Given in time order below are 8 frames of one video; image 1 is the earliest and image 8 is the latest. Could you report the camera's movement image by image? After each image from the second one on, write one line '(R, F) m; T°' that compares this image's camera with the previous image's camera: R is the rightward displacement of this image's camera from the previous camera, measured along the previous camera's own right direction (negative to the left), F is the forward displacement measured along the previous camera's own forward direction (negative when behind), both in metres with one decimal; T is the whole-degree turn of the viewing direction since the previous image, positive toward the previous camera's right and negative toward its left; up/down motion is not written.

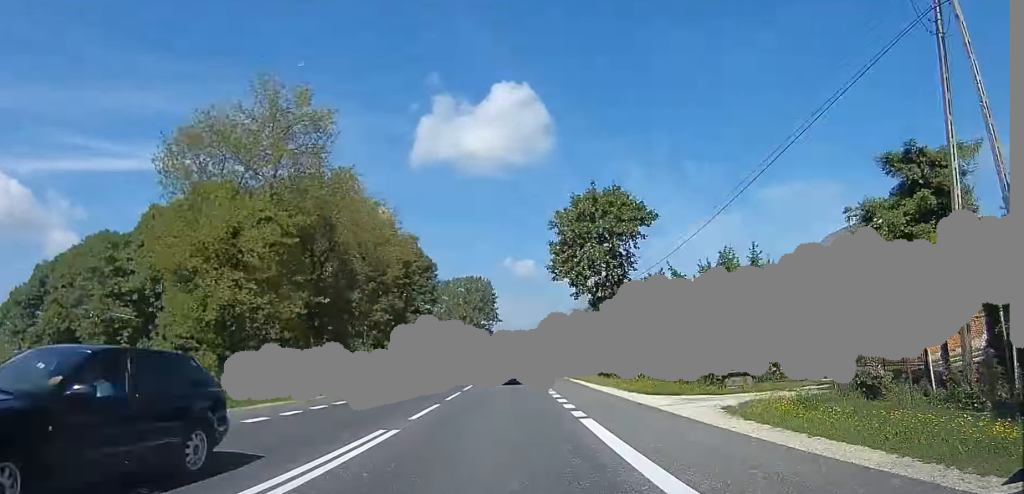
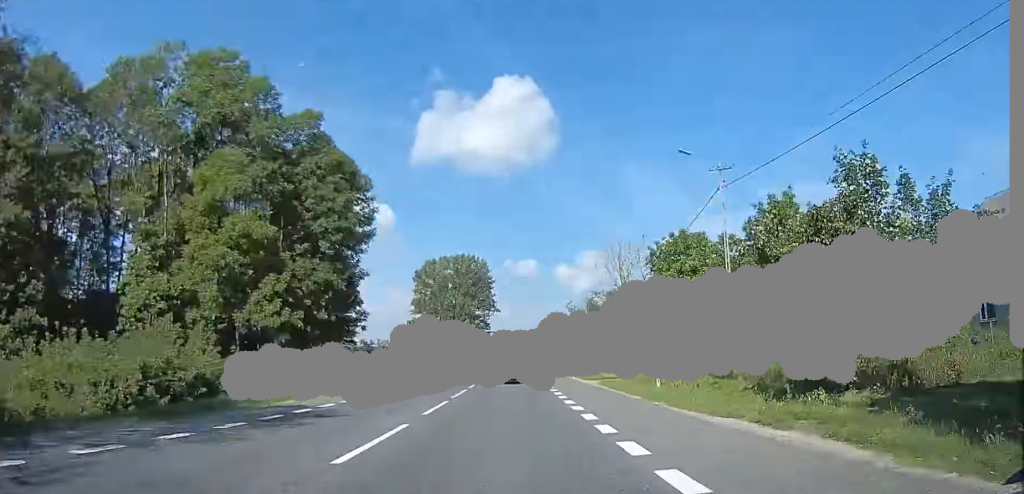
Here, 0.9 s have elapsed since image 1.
(-0.7, +33.7) m; -1°
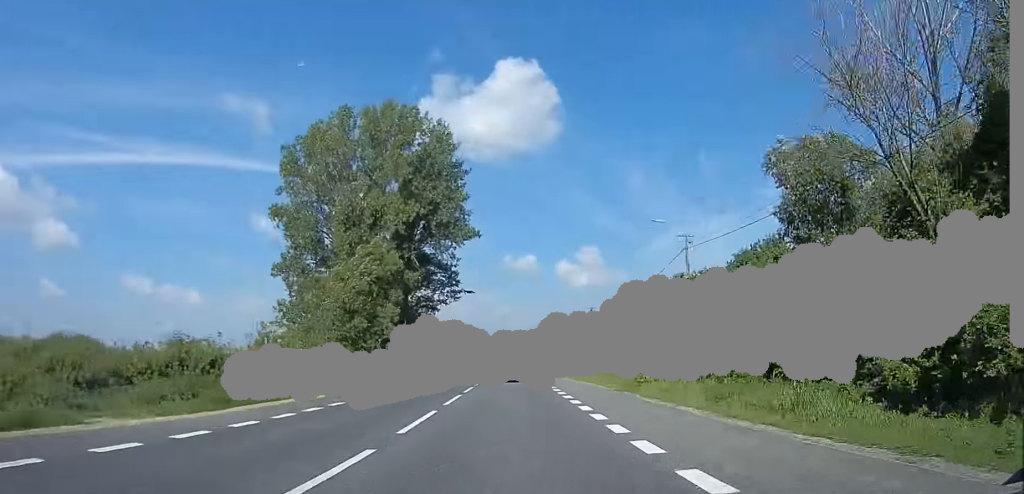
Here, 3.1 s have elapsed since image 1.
(0.0, +83.4) m; +1°
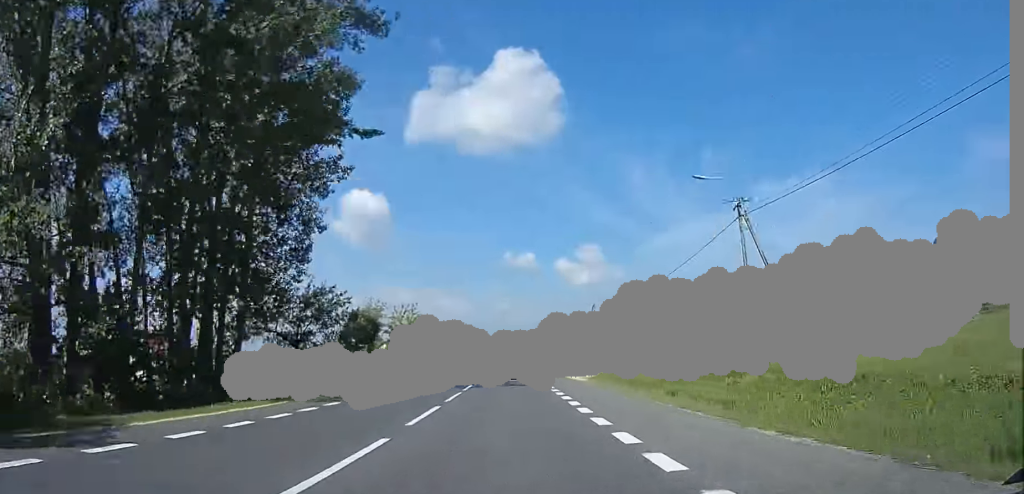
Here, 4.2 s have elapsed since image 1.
(+1.1, +48.6) m; +1°
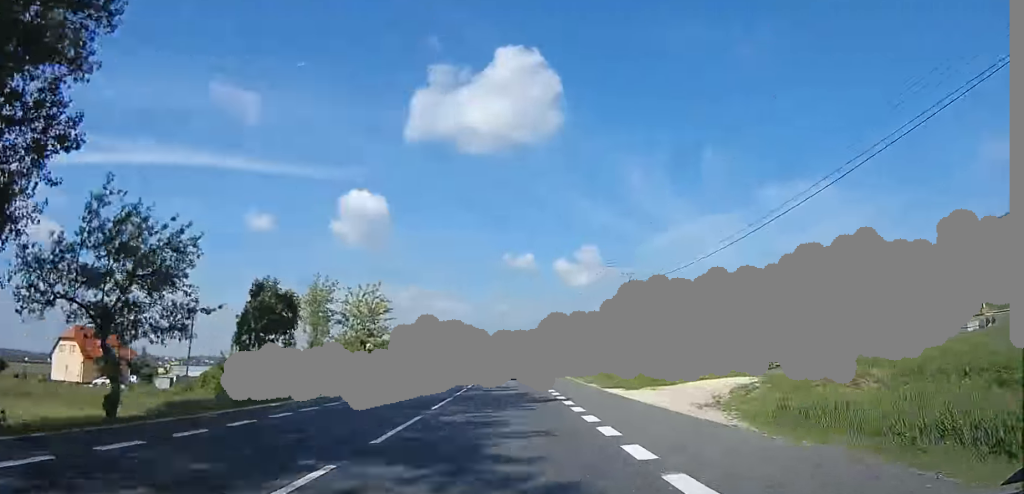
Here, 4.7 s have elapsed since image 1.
(0.0, +20.6) m; 0°
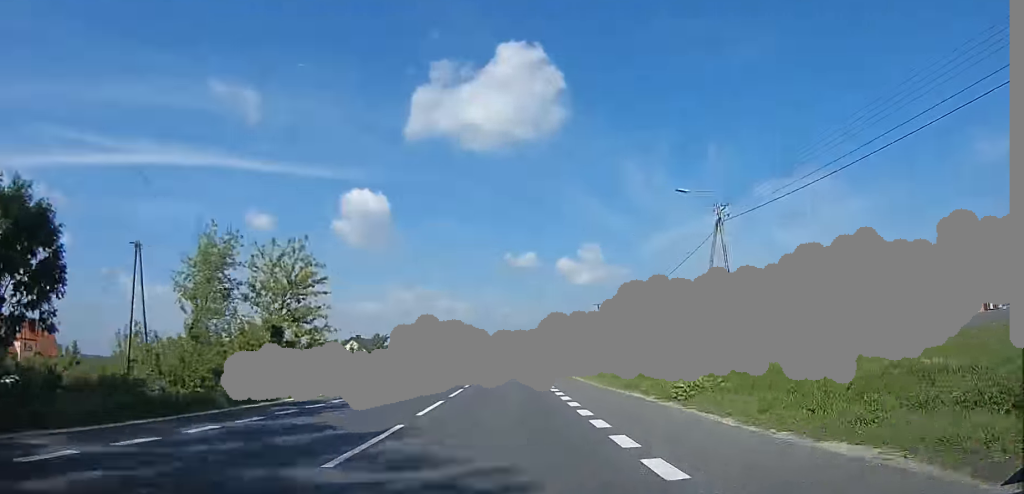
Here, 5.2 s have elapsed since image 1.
(-0.4, +20.2) m; -1°
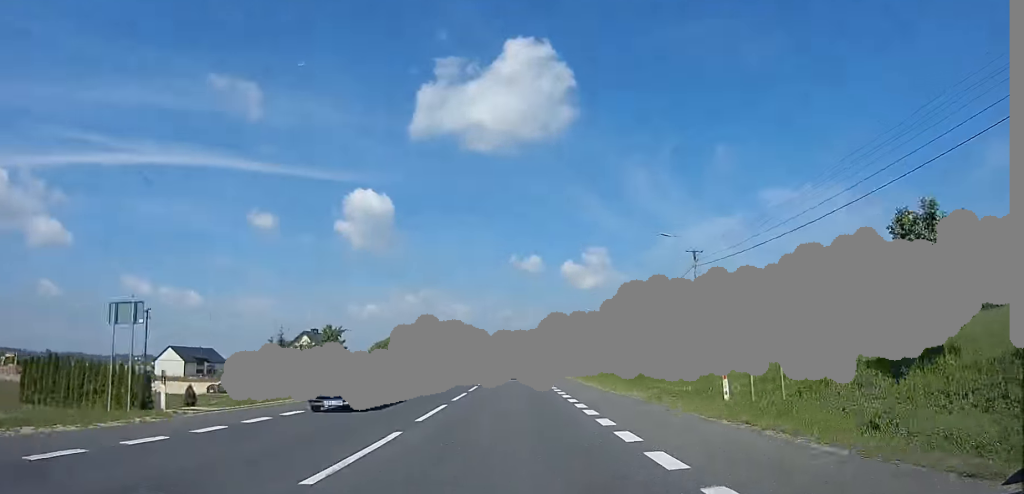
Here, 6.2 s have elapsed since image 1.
(-0.3, +36.8) m; 0°
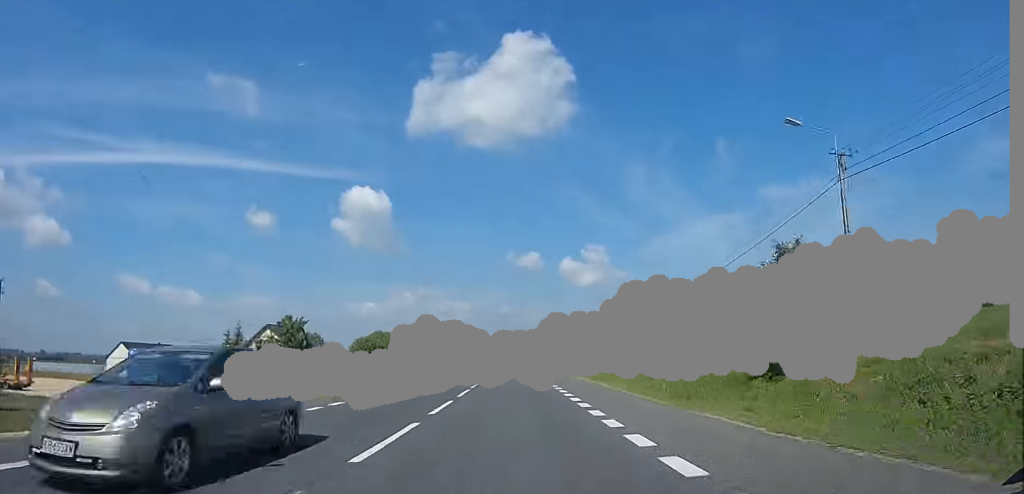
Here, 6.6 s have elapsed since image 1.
(0.0, +16.7) m; 0°
